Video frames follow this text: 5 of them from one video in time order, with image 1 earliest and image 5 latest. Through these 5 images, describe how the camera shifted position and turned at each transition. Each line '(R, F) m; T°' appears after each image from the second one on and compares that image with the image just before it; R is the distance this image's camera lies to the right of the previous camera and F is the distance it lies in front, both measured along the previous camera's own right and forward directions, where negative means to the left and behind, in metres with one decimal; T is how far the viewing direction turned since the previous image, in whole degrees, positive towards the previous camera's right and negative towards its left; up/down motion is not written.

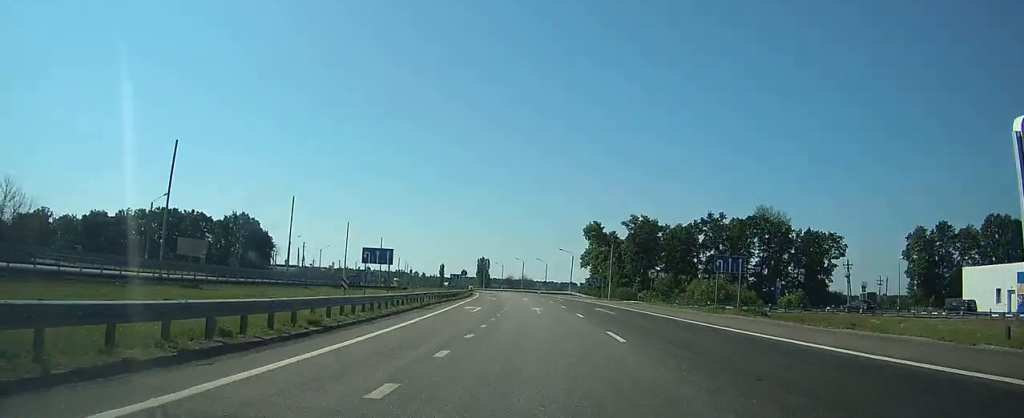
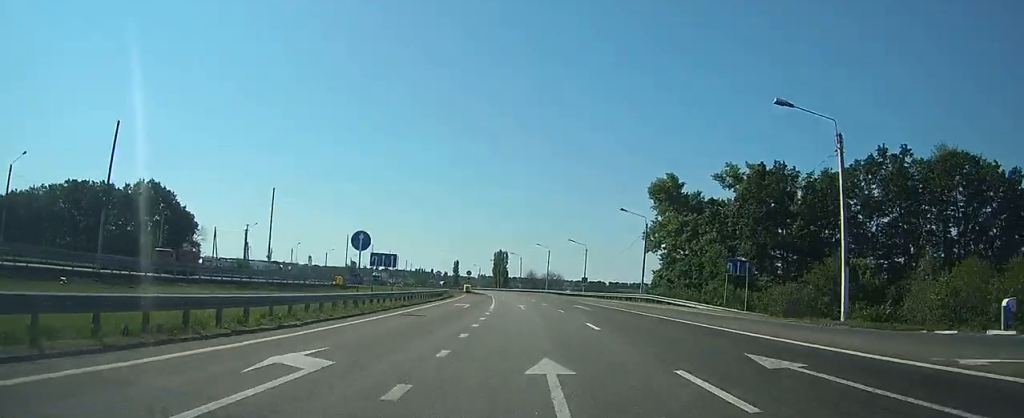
(-1.1, +55.6) m; -2°
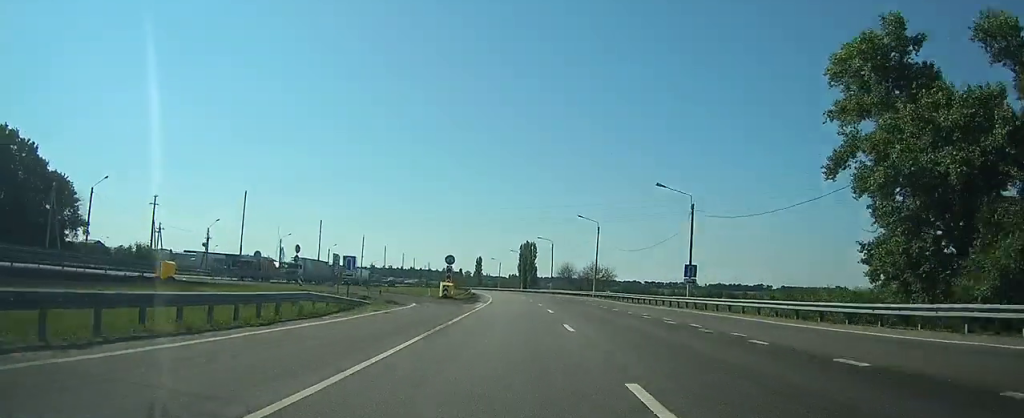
(-0.9, +48.6) m; -3°
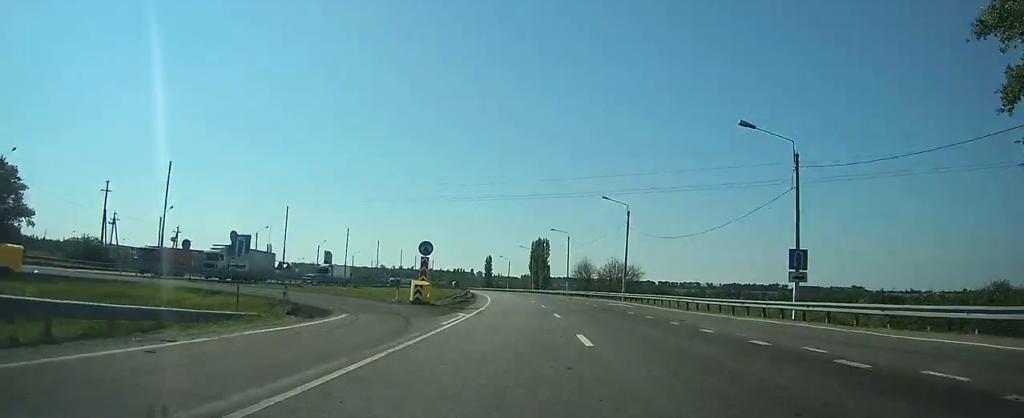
(-0.2, +15.8) m; -1°
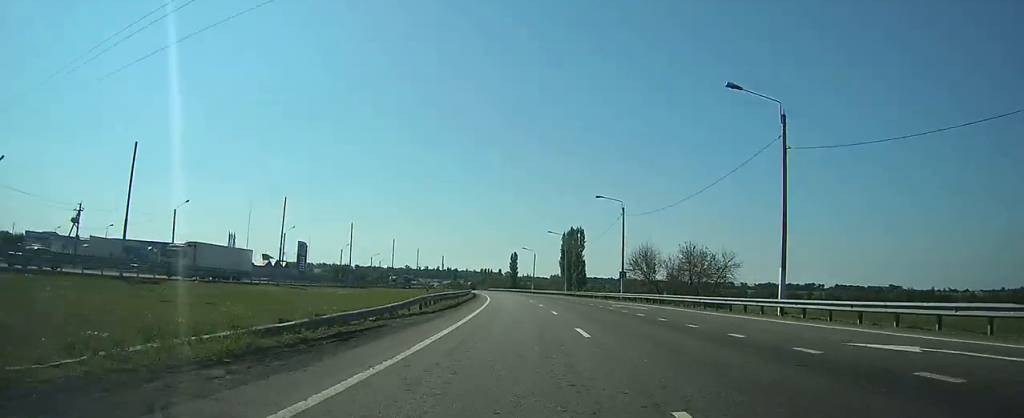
(-0.7, +33.3) m; -3°
